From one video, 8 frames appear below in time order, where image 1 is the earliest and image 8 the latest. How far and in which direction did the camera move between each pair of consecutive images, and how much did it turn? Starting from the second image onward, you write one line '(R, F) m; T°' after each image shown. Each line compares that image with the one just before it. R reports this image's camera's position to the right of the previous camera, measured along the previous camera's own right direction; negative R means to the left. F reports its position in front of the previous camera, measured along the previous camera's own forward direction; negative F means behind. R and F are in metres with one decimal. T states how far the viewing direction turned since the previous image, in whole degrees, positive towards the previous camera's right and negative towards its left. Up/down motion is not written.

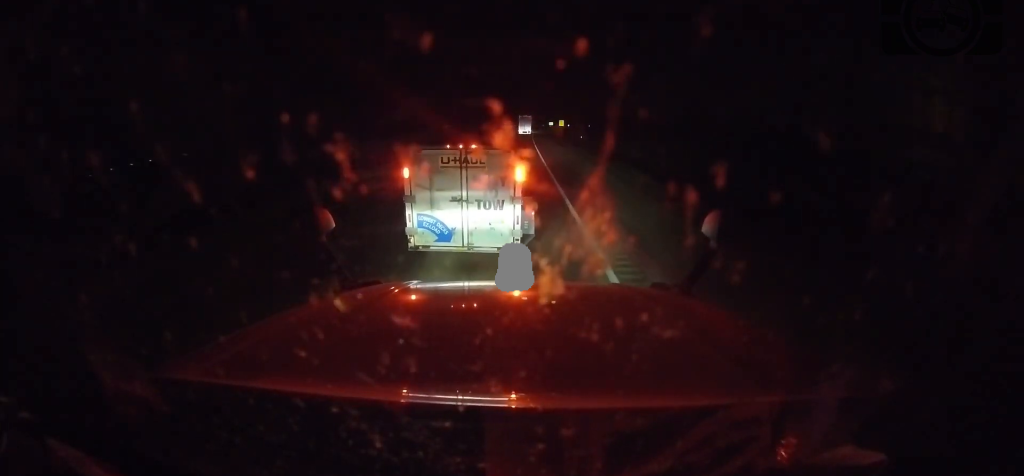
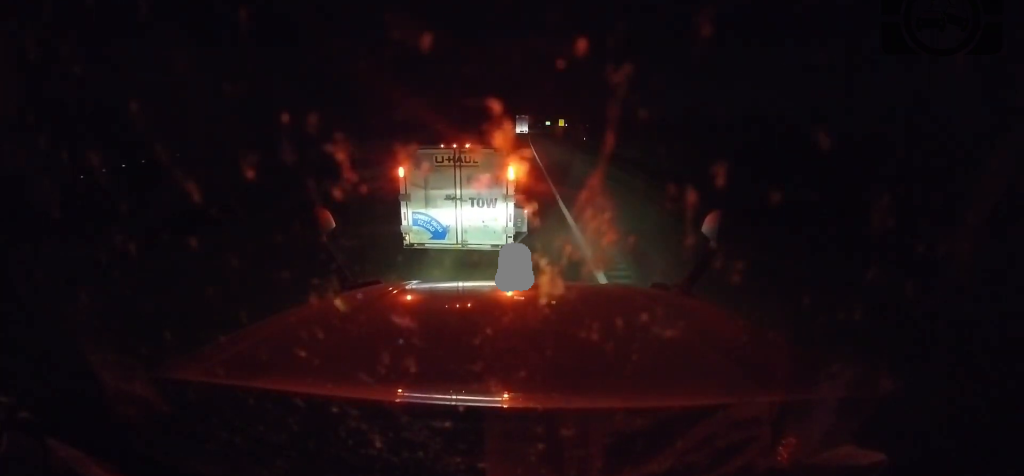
(+0.1, +9.9) m; +1°
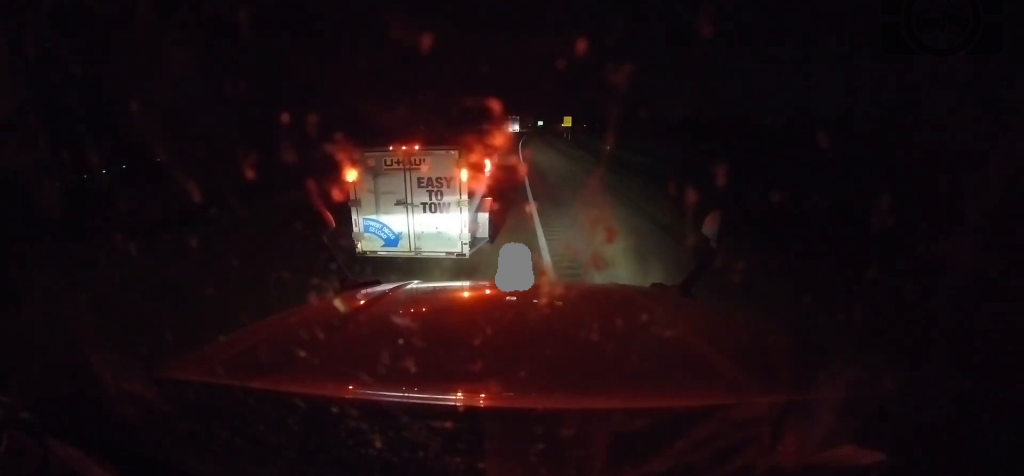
(-0.4, +27.1) m; 0°
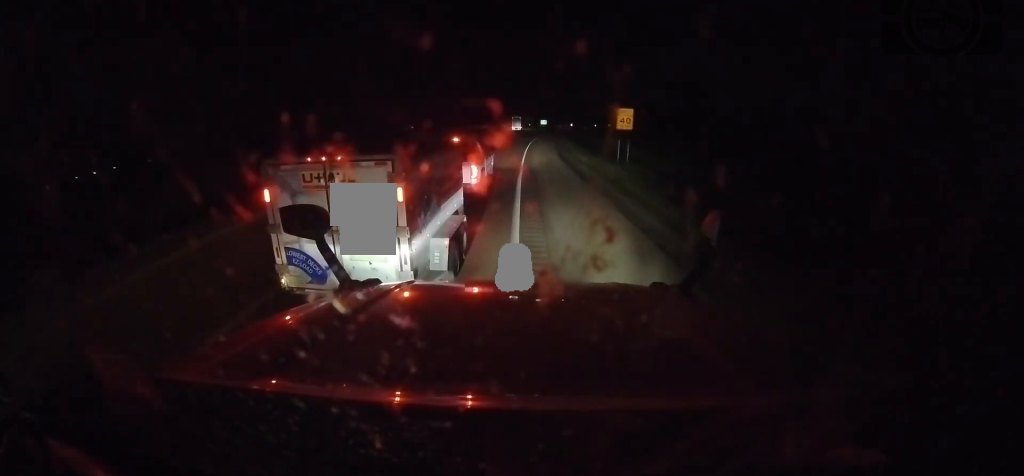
(+1.3, +29.8) m; +3°
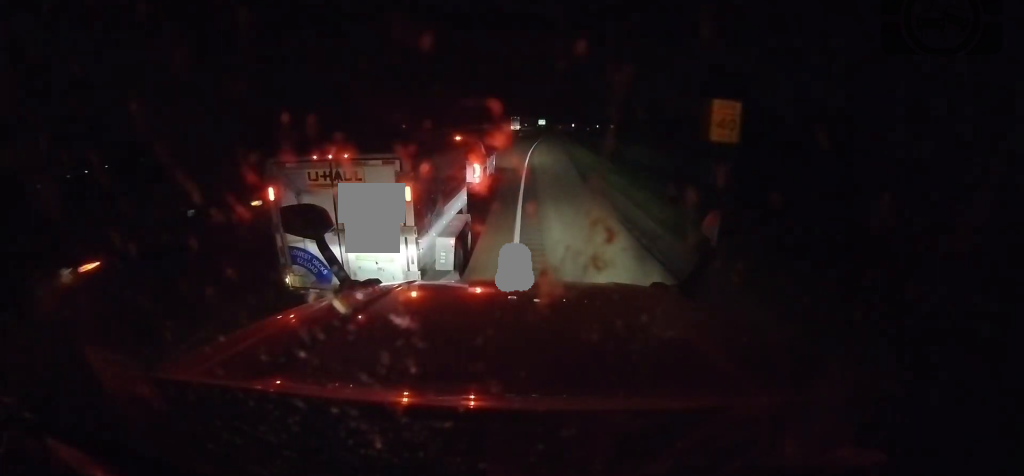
(0.0, +12.7) m; 0°
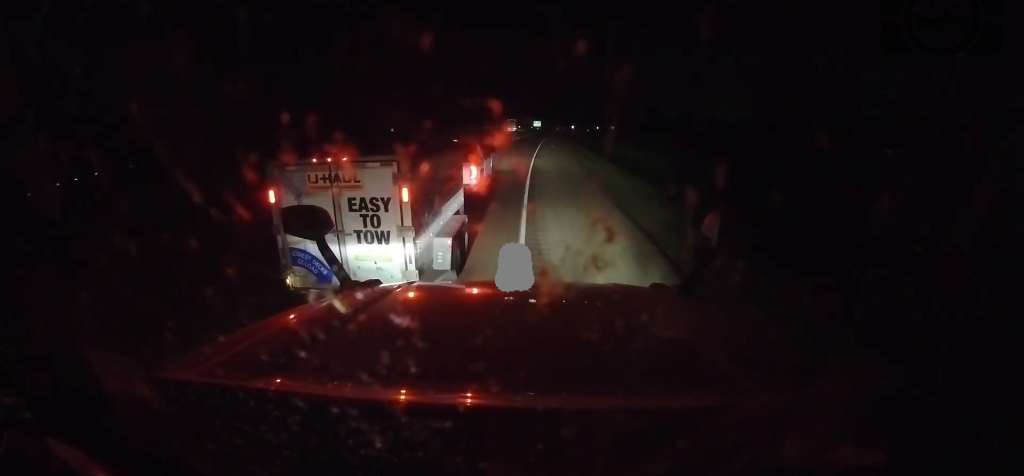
(0.0, +13.5) m; 0°
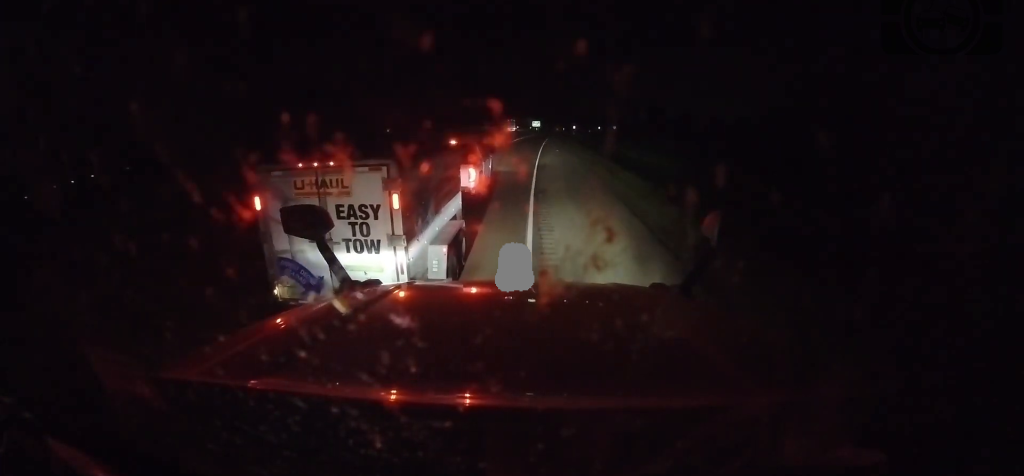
(0.0, +5.6) m; +1°
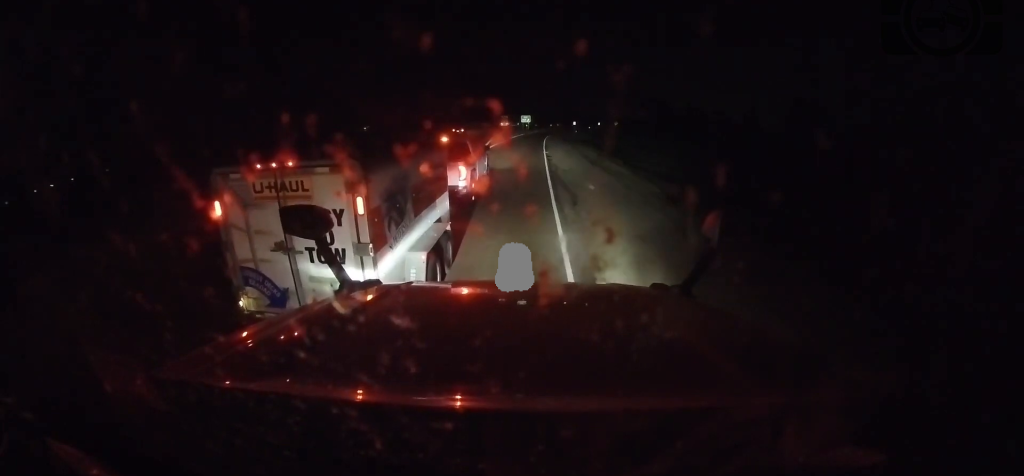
(+0.7, +20.0) m; +4°
